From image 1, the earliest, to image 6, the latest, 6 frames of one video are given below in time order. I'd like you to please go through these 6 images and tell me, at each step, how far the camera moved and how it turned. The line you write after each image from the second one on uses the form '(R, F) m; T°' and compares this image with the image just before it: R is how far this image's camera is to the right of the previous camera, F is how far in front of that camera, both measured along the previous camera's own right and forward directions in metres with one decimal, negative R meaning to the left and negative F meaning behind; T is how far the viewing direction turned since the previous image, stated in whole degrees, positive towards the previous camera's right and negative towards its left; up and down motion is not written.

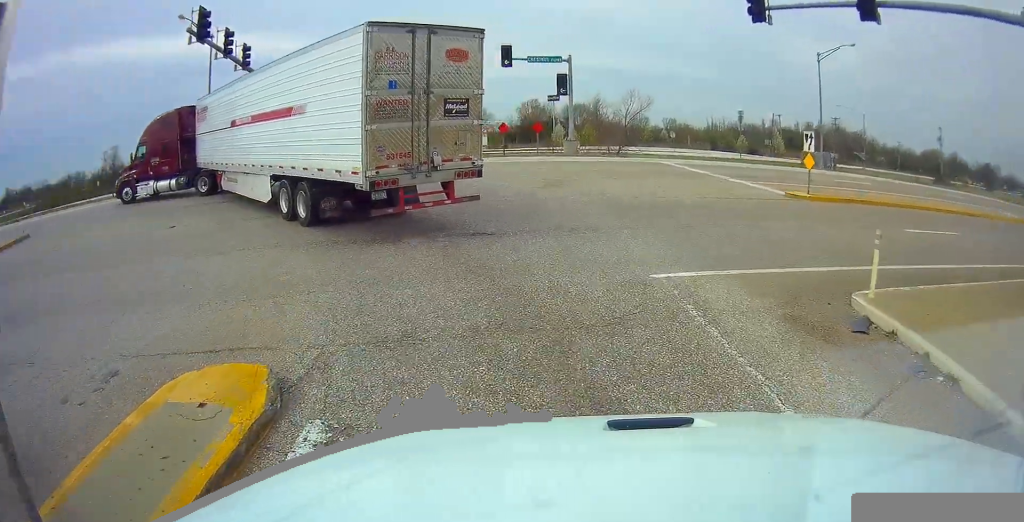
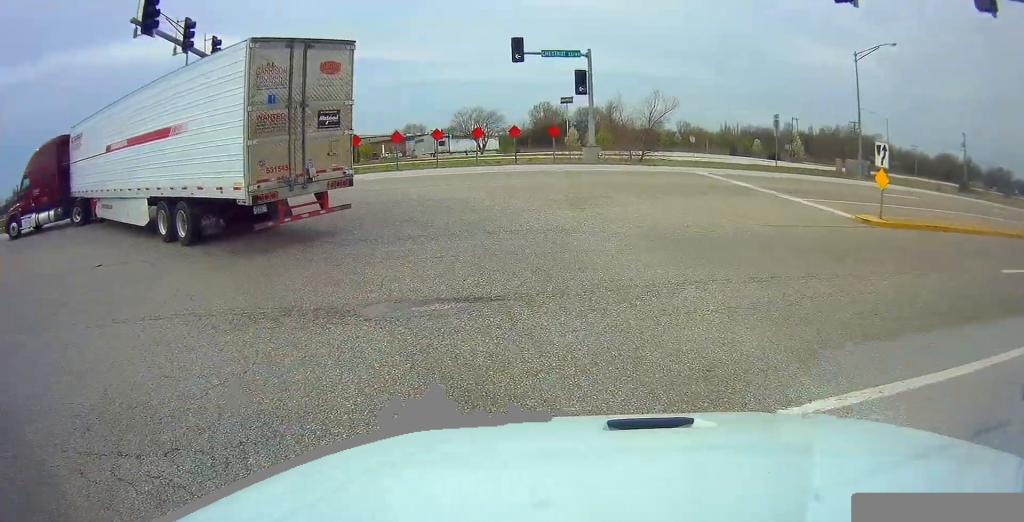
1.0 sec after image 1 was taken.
(-0.1, +4.6) m; -9°
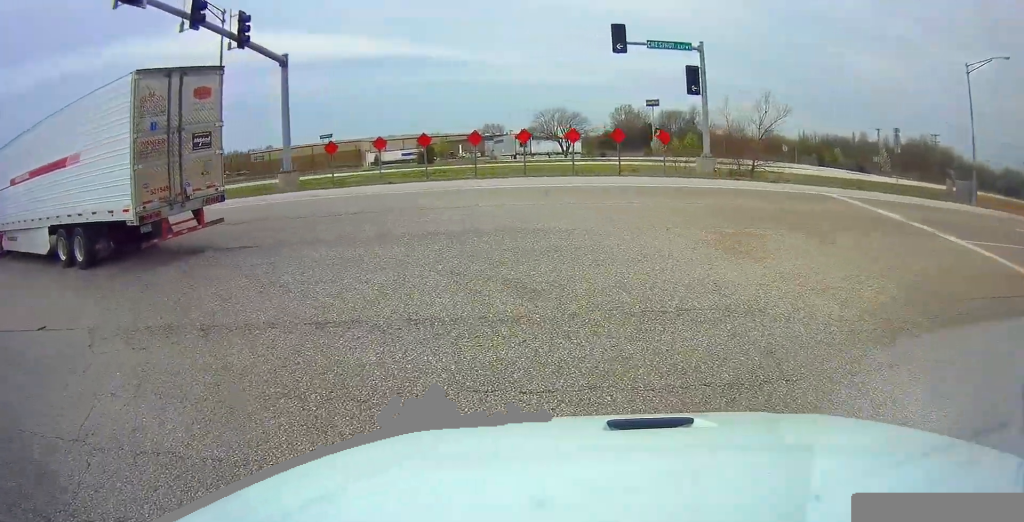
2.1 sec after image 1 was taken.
(-0.9, +5.5) m; -26°
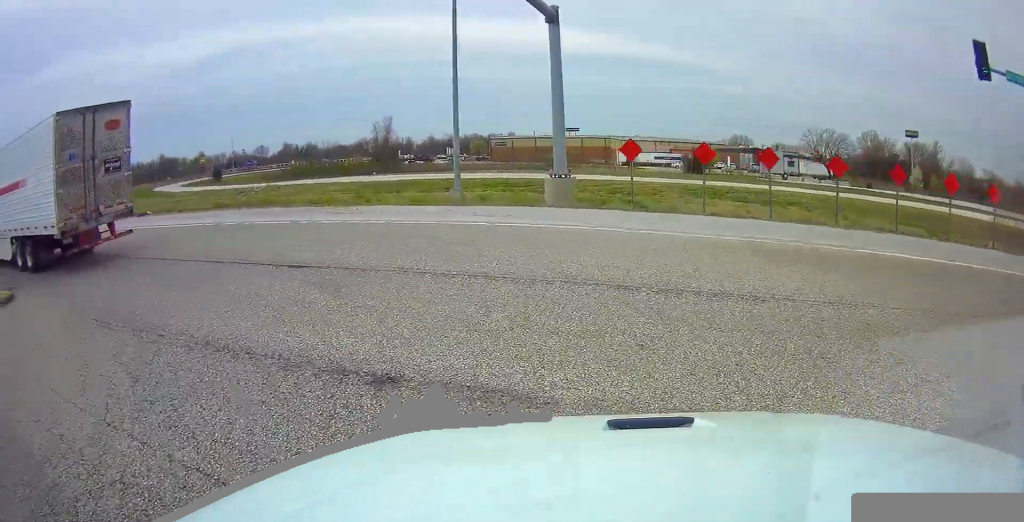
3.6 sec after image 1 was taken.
(-3.2, +8.6) m; -36°
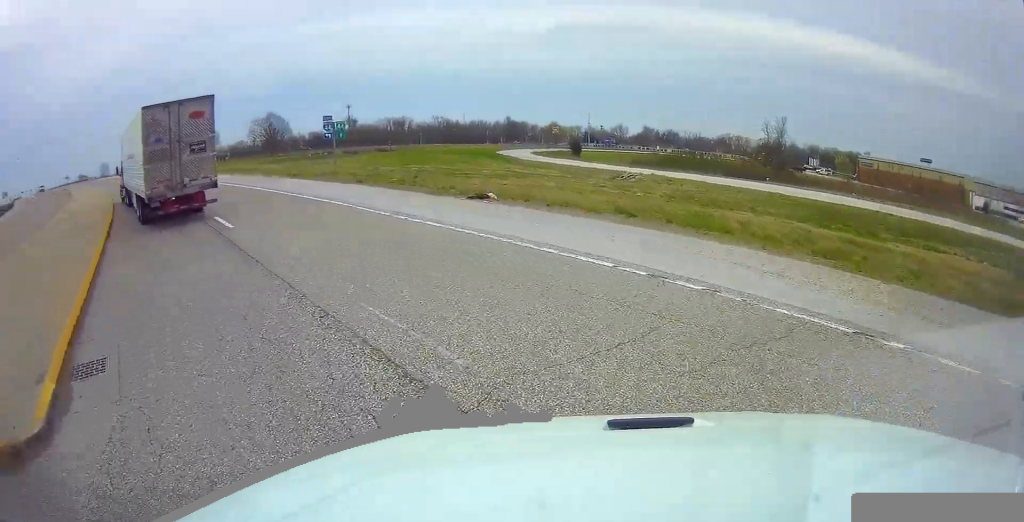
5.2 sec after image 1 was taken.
(-2.6, +11.9) m; -18°
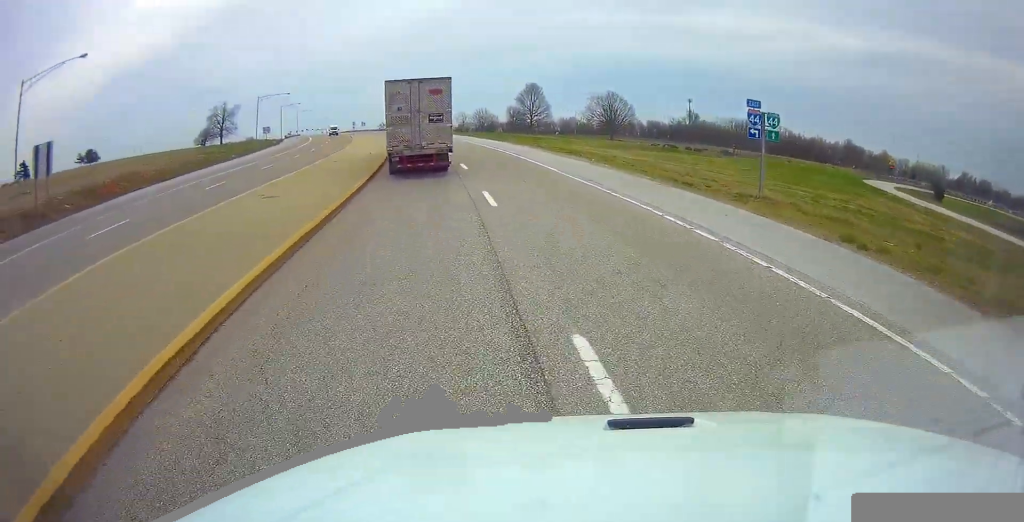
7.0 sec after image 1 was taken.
(-1.1, +17.1) m; -5°
